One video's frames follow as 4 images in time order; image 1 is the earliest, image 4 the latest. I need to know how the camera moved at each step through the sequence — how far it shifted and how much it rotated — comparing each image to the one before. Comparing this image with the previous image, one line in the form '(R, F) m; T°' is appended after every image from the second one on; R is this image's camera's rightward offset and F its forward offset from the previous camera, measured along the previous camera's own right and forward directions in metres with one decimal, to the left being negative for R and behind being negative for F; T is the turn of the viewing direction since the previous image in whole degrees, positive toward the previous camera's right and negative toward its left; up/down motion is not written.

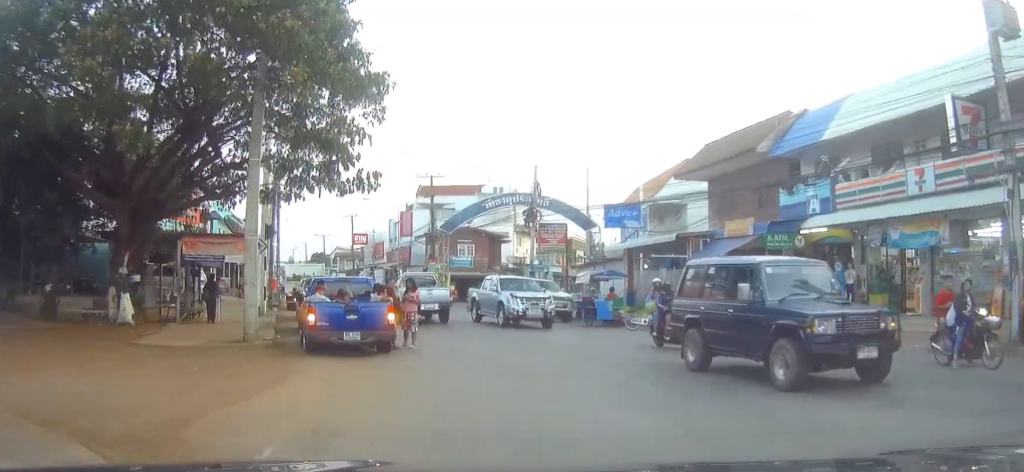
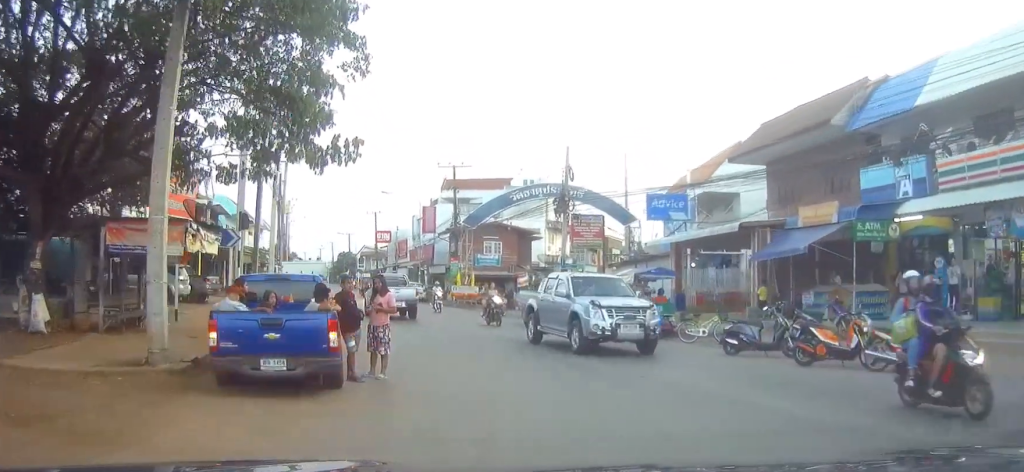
(+0.1, +5.5) m; 0°
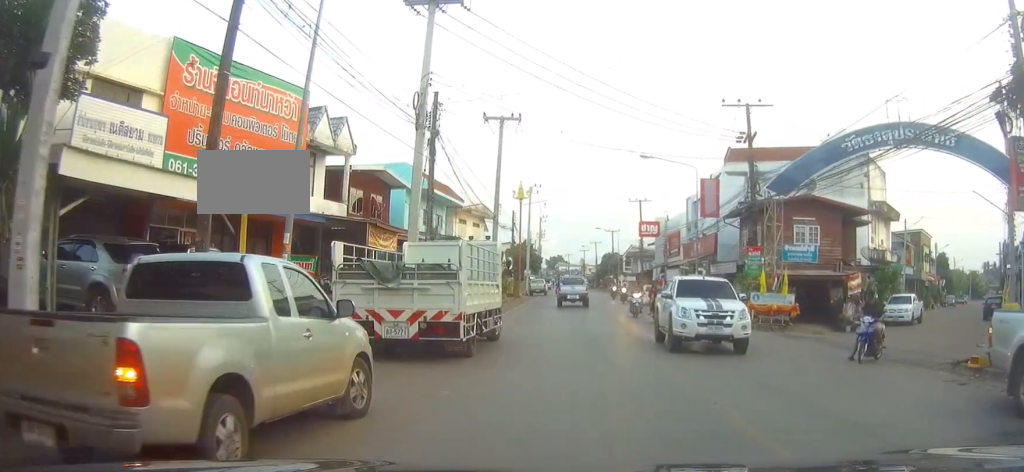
(-3.9, +20.4) m; -21°
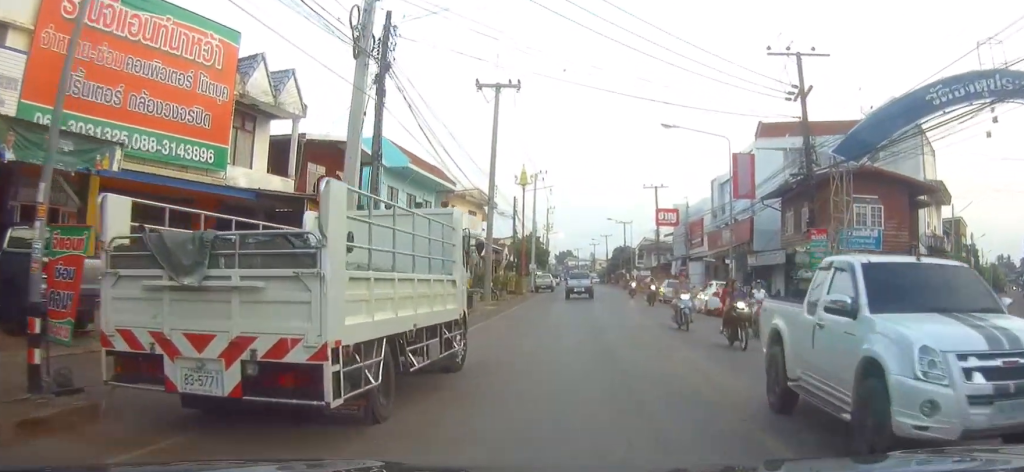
(-0.2, +7.4) m; -2°
